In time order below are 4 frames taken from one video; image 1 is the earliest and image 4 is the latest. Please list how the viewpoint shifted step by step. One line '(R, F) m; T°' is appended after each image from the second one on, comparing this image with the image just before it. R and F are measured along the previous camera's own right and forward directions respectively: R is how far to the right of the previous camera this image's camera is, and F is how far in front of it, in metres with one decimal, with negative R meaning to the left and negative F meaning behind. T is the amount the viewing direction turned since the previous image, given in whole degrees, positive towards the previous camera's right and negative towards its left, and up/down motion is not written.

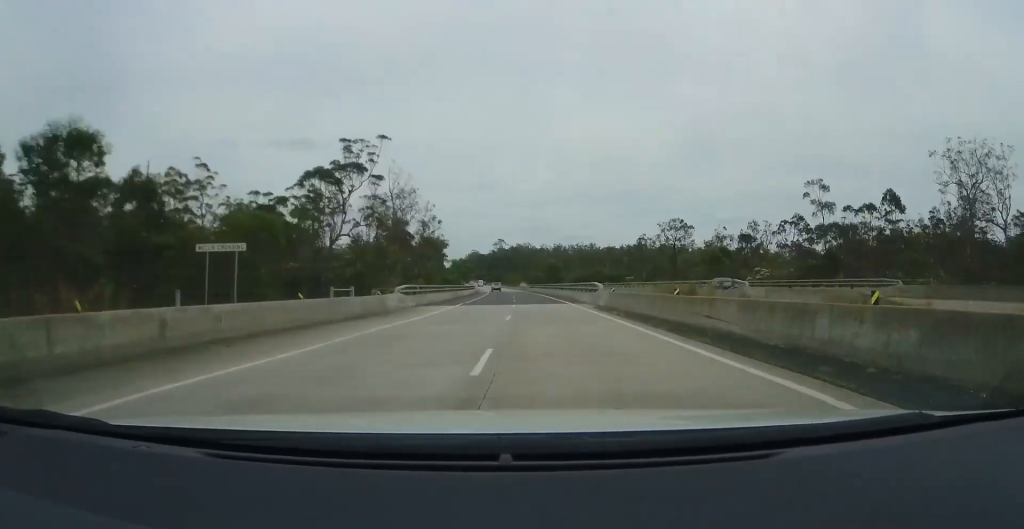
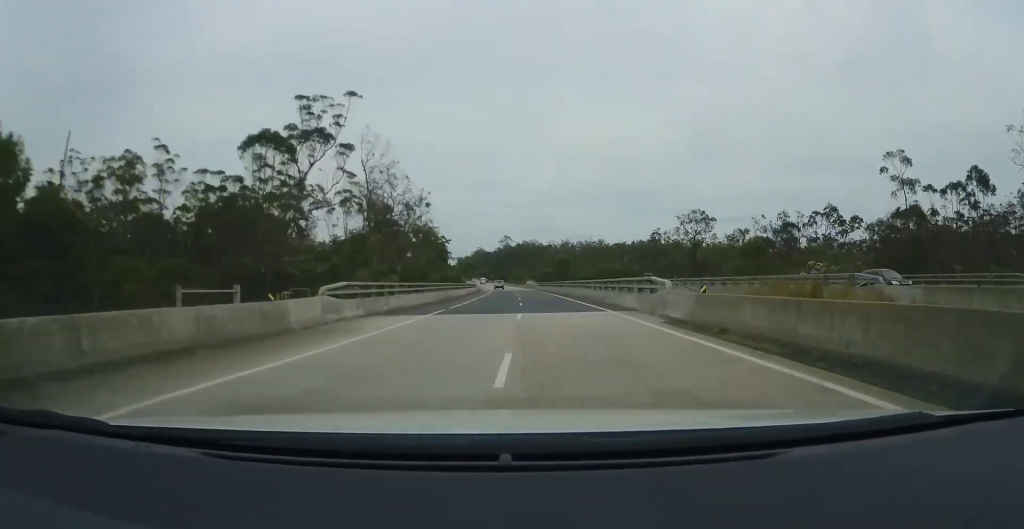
(-0.2, +13.2) m; 0°
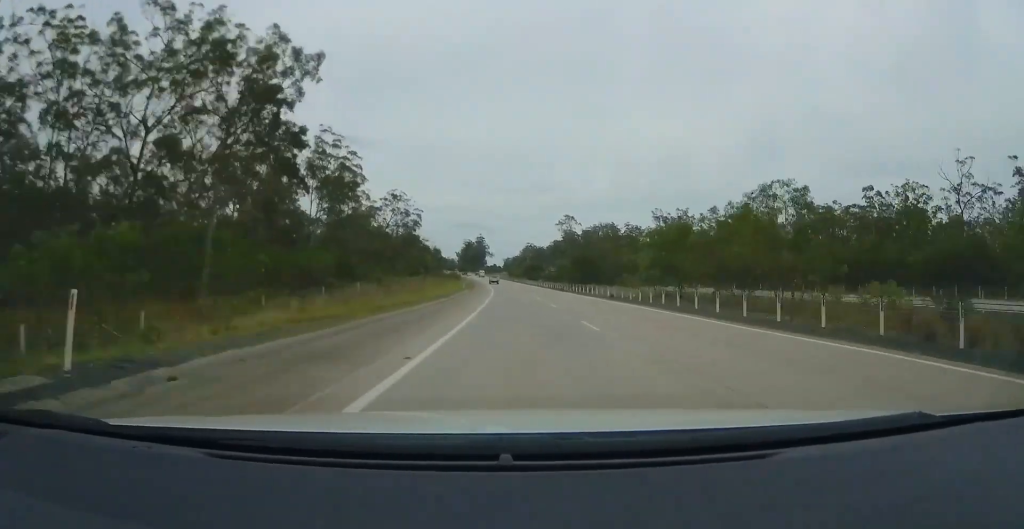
(-6.9, +175.3) m; -4°
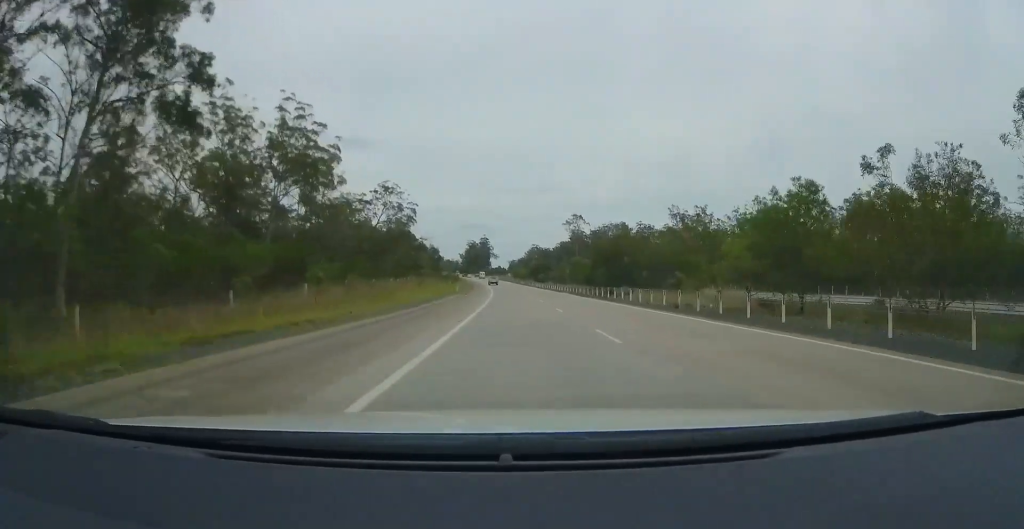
(+0.1, +15.8) m; -1°
